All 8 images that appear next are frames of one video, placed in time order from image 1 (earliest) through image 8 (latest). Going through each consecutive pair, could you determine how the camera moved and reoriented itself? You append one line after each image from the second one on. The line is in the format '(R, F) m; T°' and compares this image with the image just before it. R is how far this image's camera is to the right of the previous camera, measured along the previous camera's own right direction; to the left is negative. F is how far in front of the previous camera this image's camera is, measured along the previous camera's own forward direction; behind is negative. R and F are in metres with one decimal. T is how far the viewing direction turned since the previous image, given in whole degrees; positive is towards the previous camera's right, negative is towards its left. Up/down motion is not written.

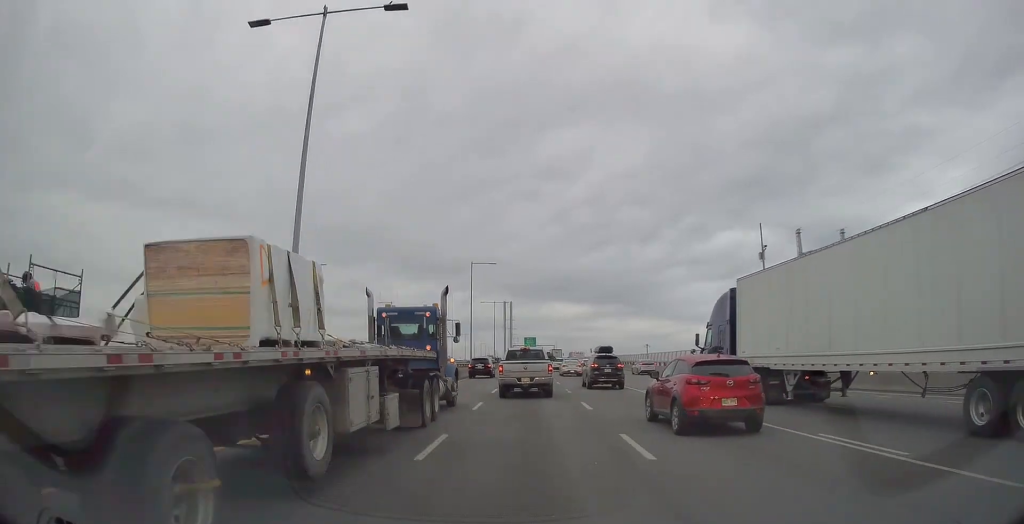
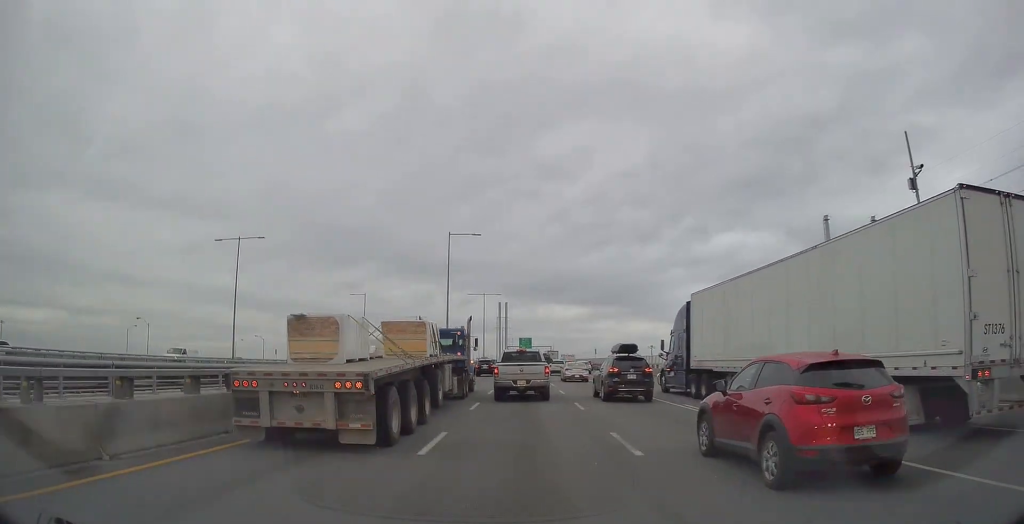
(0.0, +16.2) m; 0°
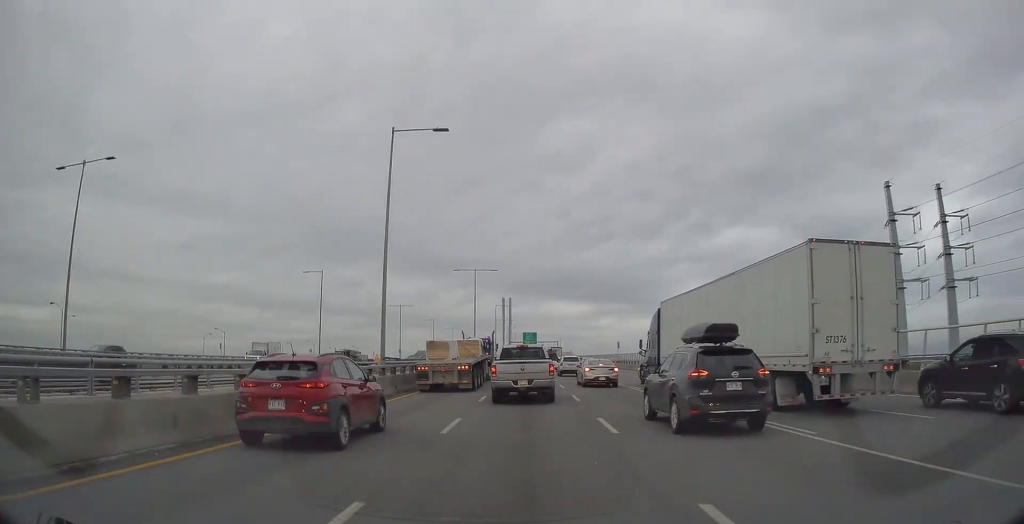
(0.0, +23.1) m; -1°
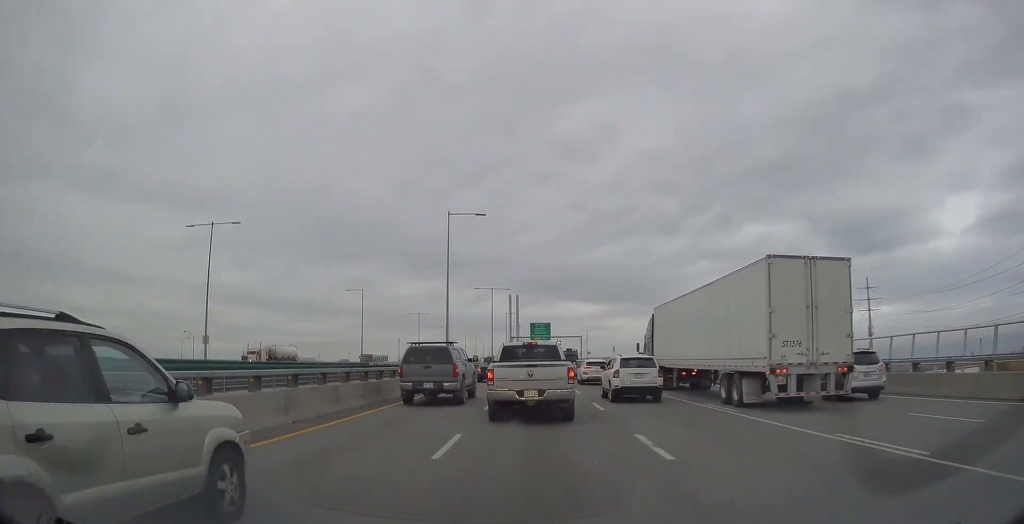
(-1.2, +85.7) m; -2°
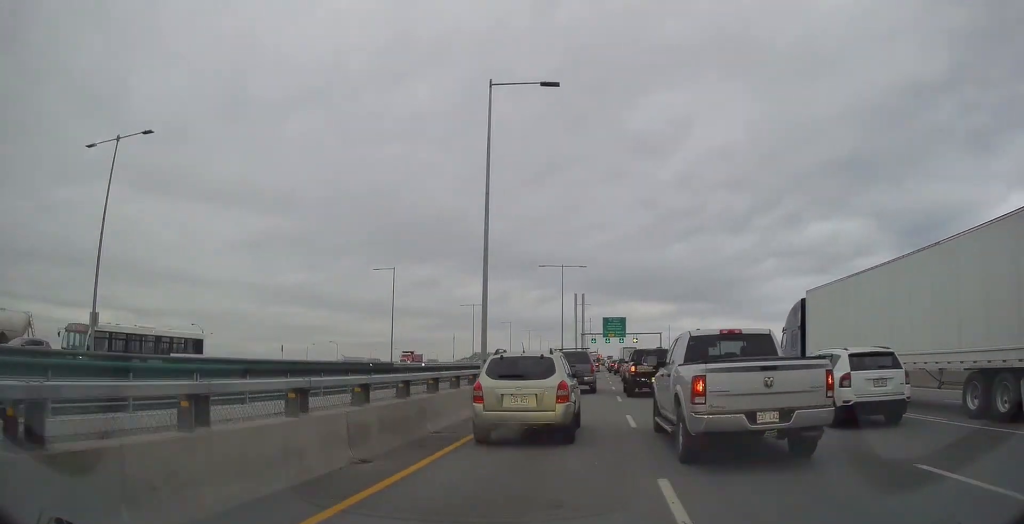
(-0.9, +23.7) m; 0°
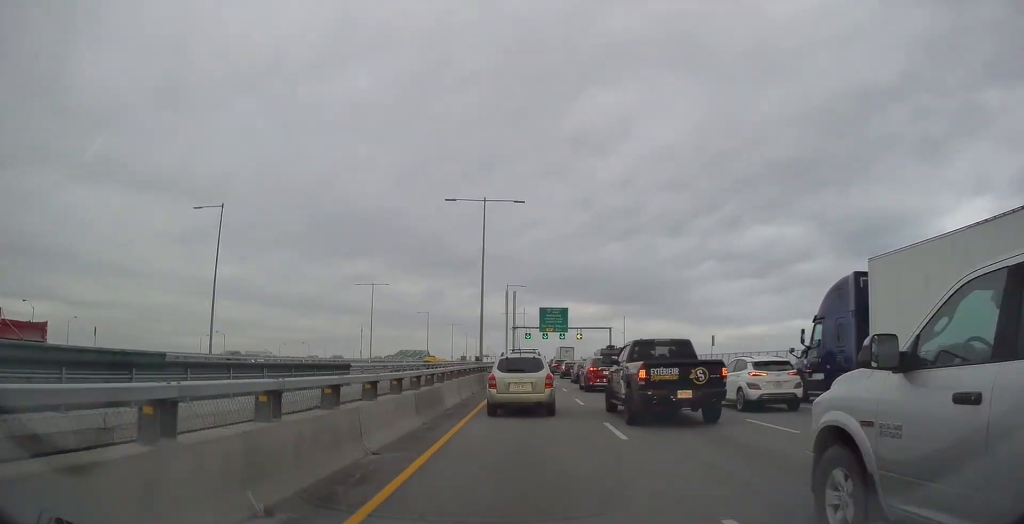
(+1.1, +29.3) m; +1°
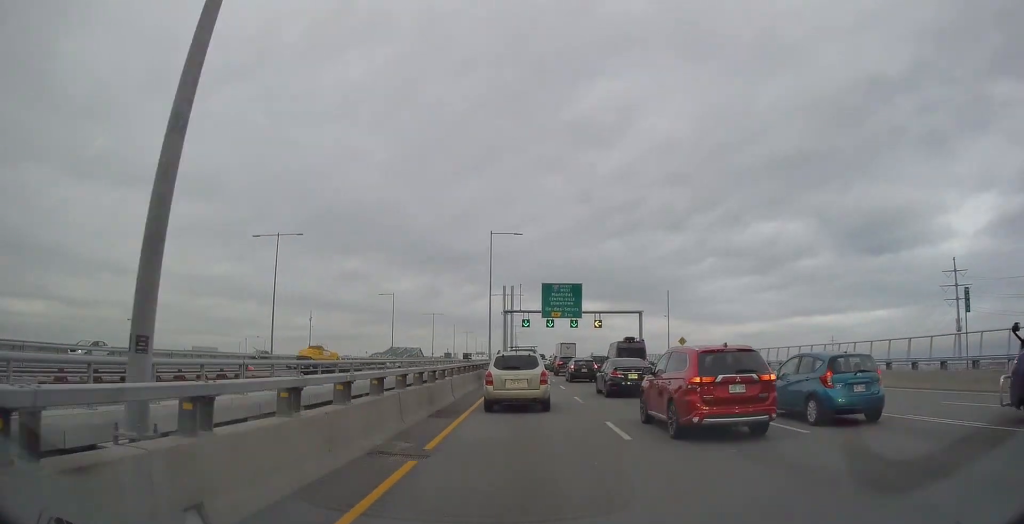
(+0.3, +34.3) m; +1°
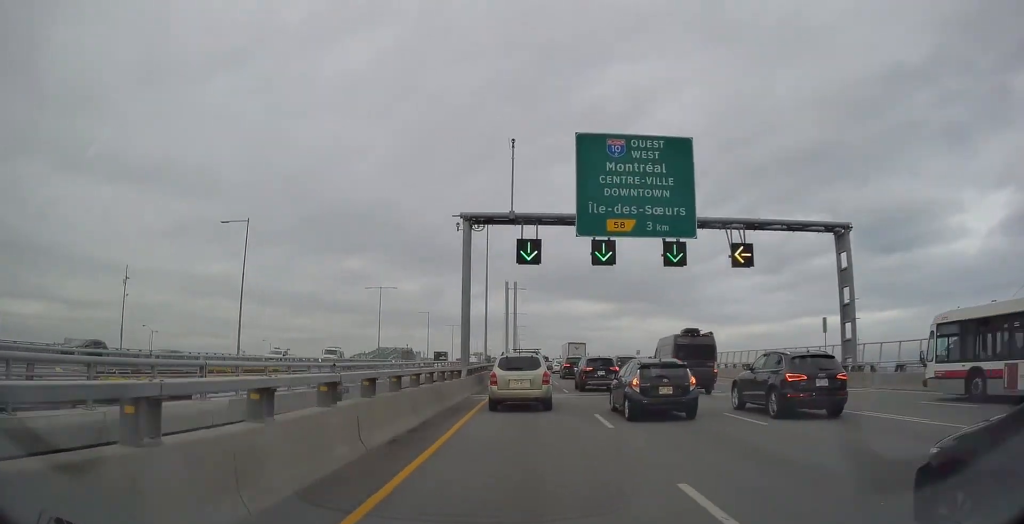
(+0.2, +61.6) m; -1°
